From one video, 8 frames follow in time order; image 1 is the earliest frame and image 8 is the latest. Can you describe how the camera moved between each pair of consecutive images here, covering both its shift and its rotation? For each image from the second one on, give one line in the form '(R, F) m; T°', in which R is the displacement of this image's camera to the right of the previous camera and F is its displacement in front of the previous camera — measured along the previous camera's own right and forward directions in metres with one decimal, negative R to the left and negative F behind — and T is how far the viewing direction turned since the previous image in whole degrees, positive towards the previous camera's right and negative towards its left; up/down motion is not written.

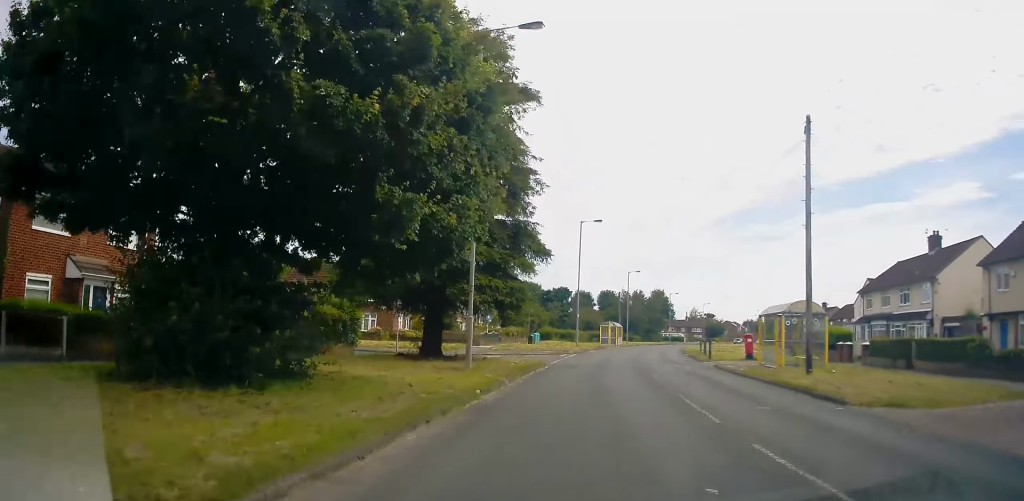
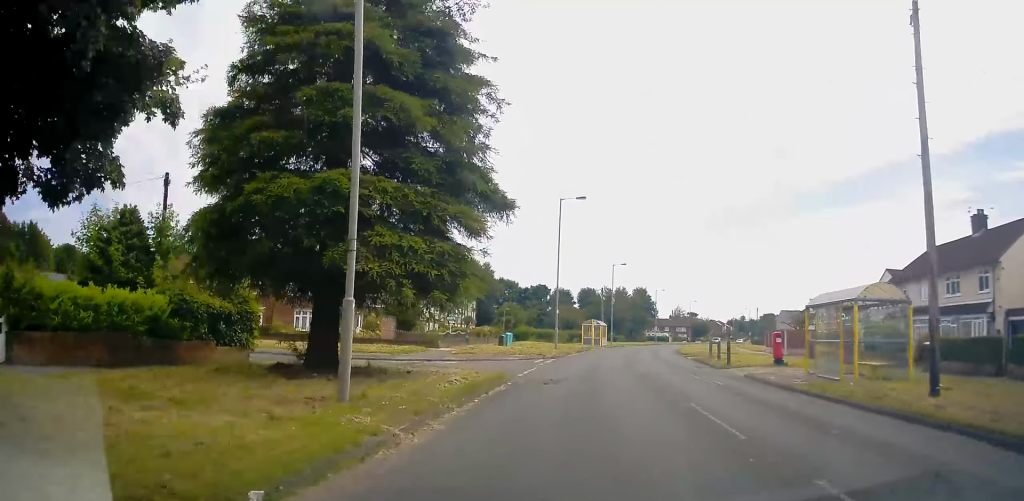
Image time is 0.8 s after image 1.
(+0.1, +8.1) m; +1°
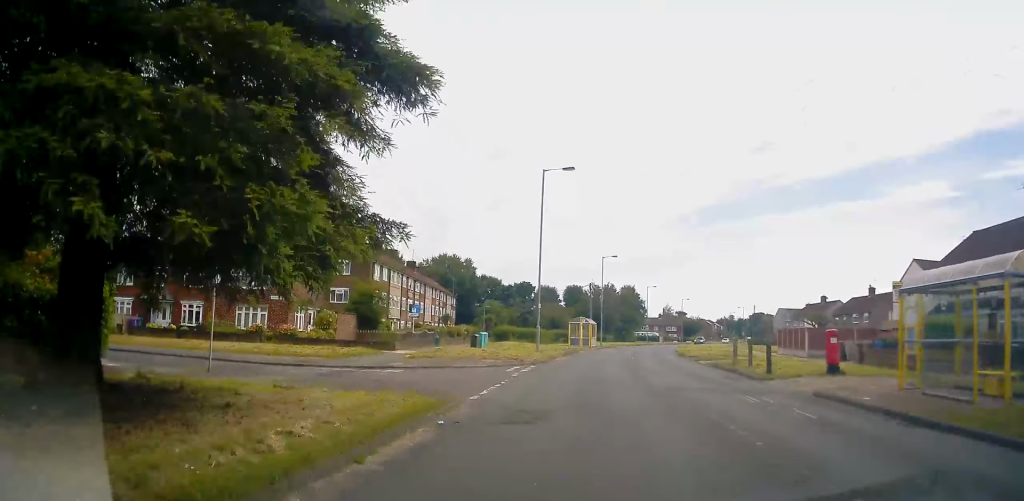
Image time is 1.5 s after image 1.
(+0.2, +7.4) m; +2°
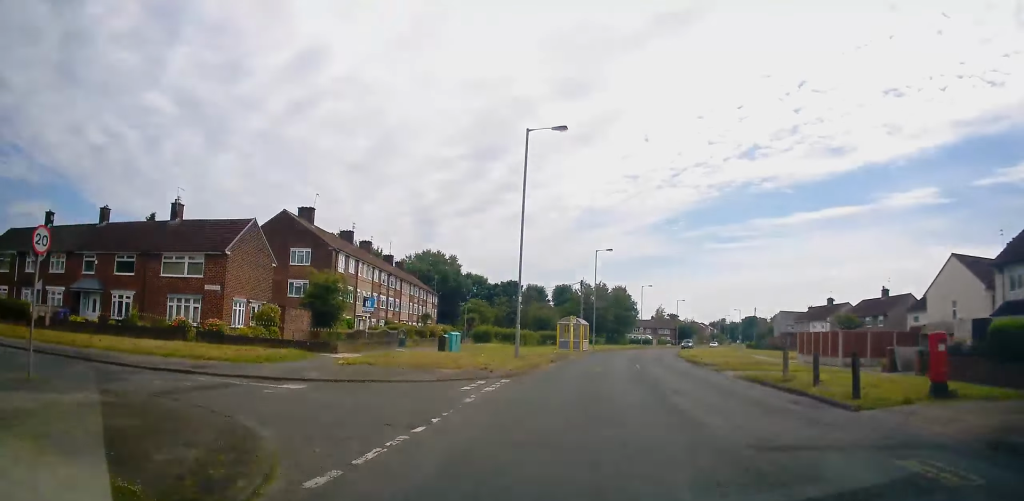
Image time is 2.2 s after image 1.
(-0.1, +7.1) m; +3°
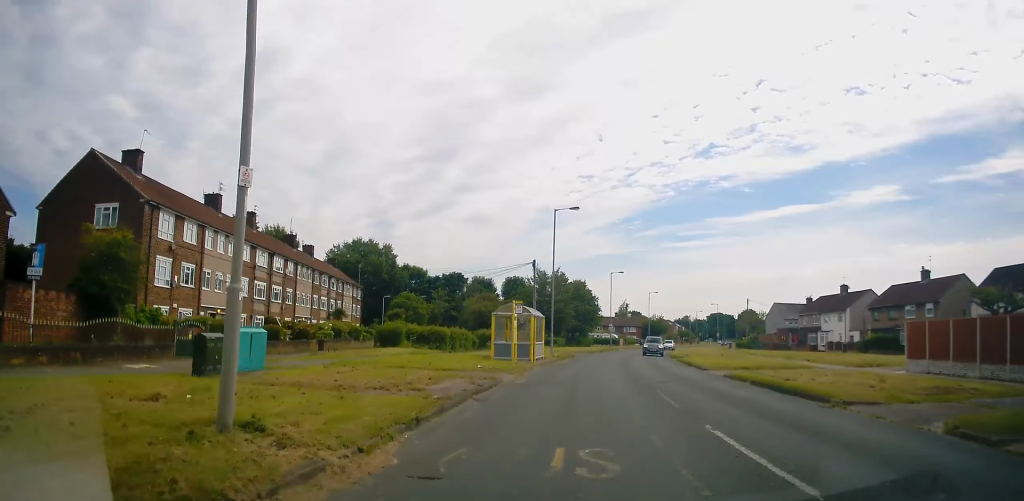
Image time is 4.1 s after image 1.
(+1.4, +19.7) m; +3°
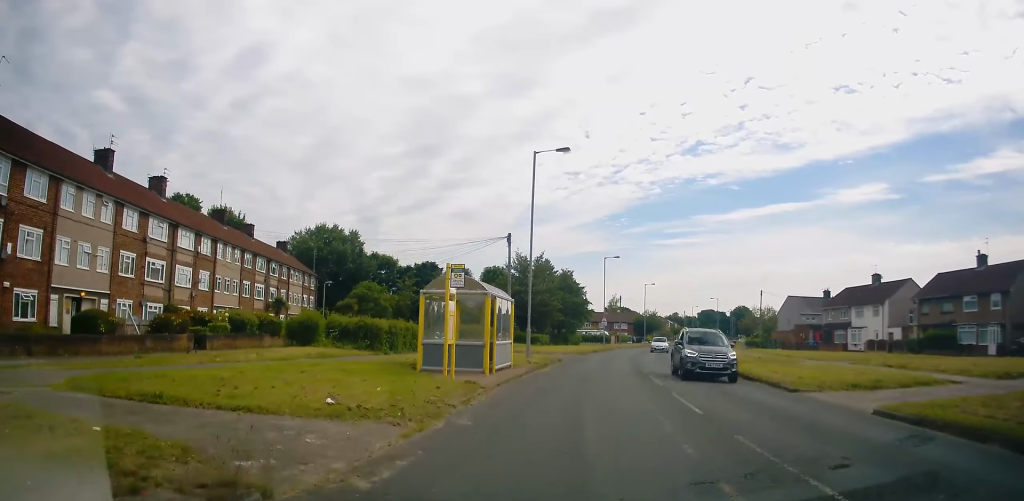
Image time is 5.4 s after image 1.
(-0.2, +12.5) m; 0°
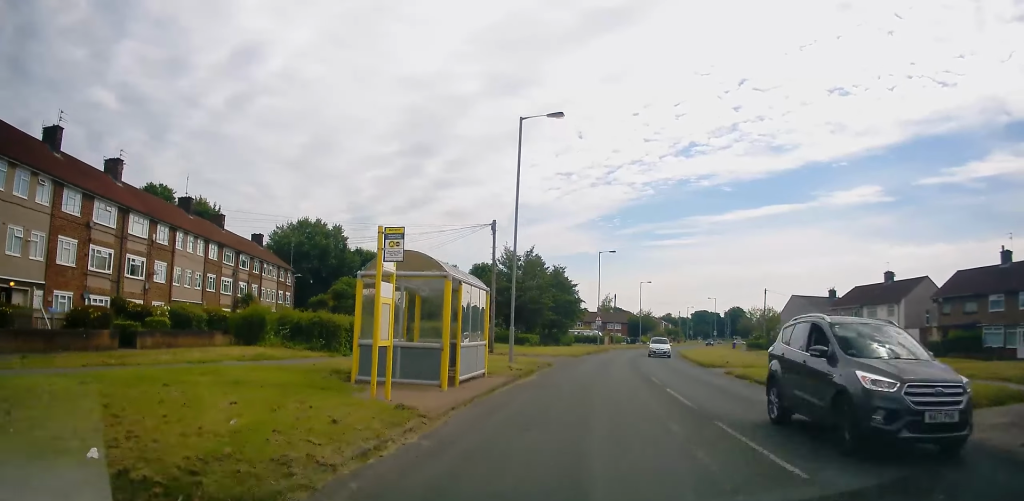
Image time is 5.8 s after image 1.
(+0.1, +4.8) m; +1°
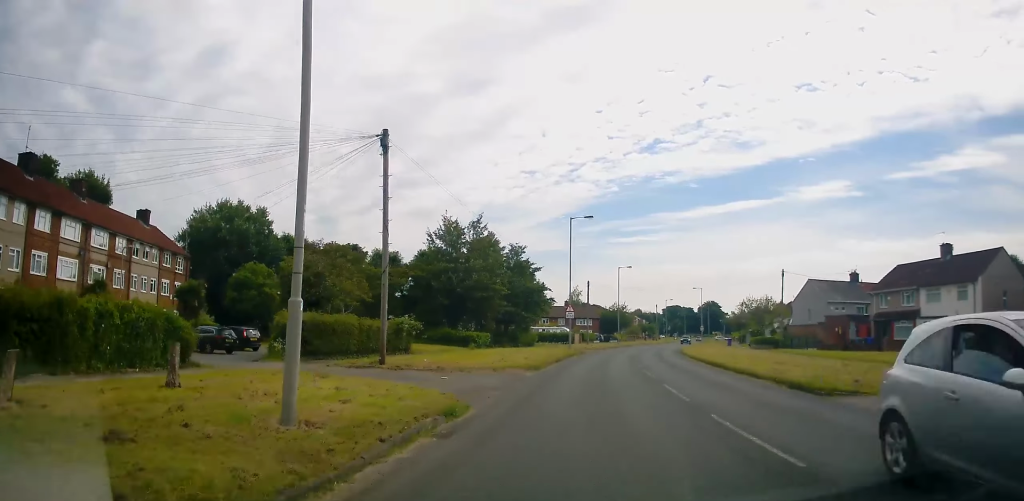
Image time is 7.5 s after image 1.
(+0.7, +17.0) m; +6°
